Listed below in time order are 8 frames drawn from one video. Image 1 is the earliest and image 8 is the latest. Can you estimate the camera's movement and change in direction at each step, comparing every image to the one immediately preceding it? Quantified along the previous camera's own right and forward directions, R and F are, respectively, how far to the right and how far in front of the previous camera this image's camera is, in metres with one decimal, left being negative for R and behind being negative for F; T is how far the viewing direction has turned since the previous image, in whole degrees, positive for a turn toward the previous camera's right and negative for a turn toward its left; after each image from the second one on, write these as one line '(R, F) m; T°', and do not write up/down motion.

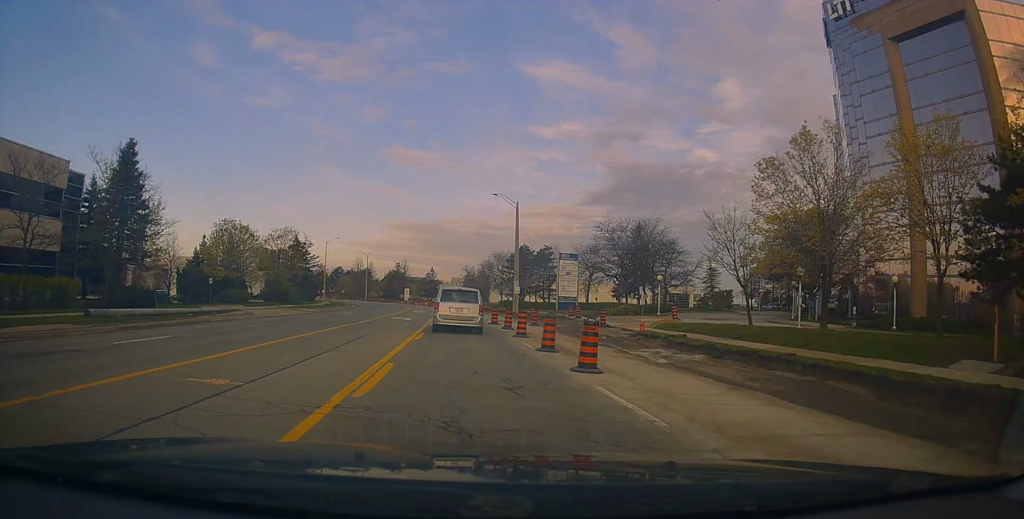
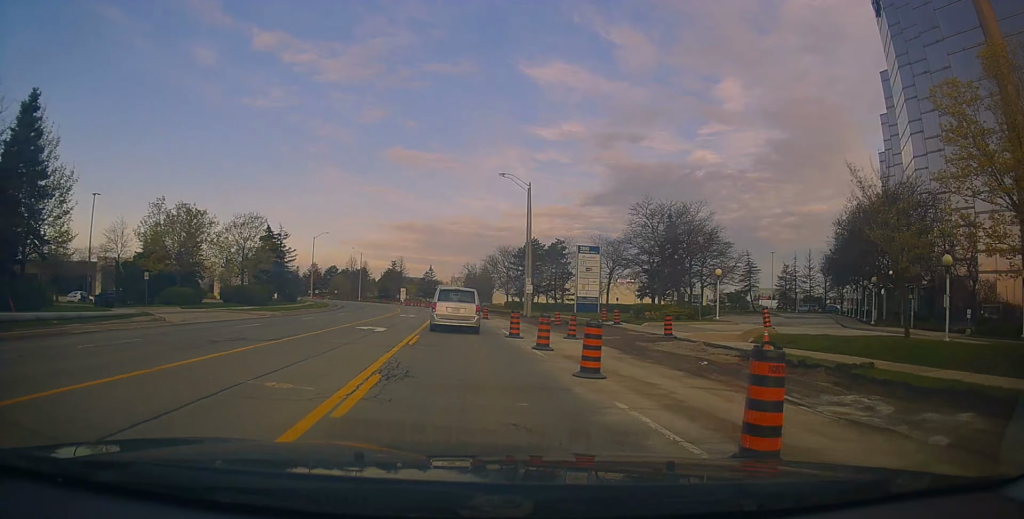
(-0.1, +11.2) m; -2°
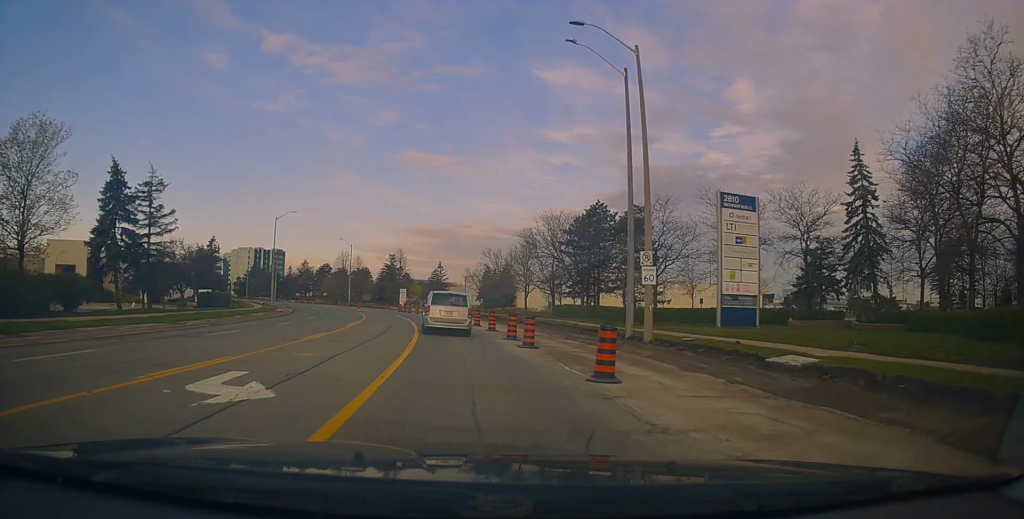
(-1.3, +32.9) m; -2°
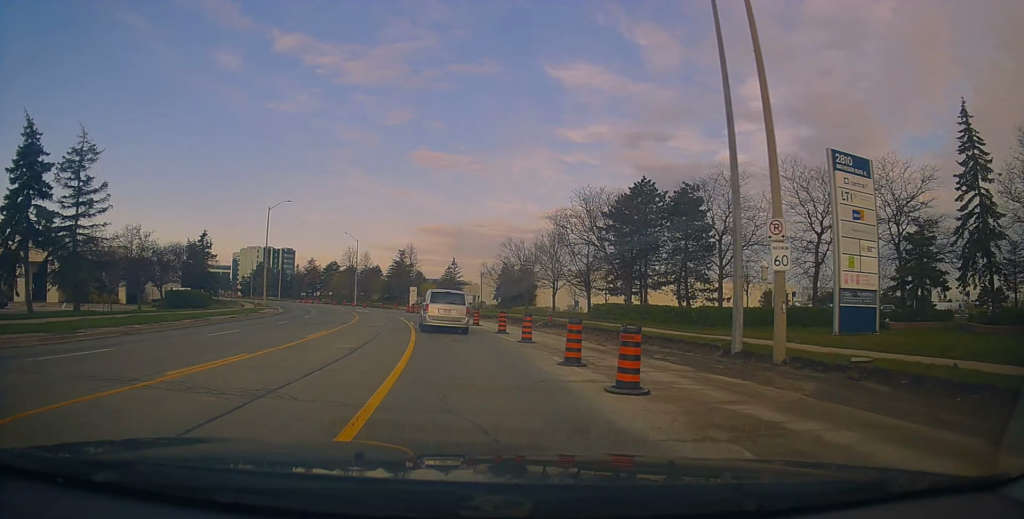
(+0.1, +9.4) m; 0°
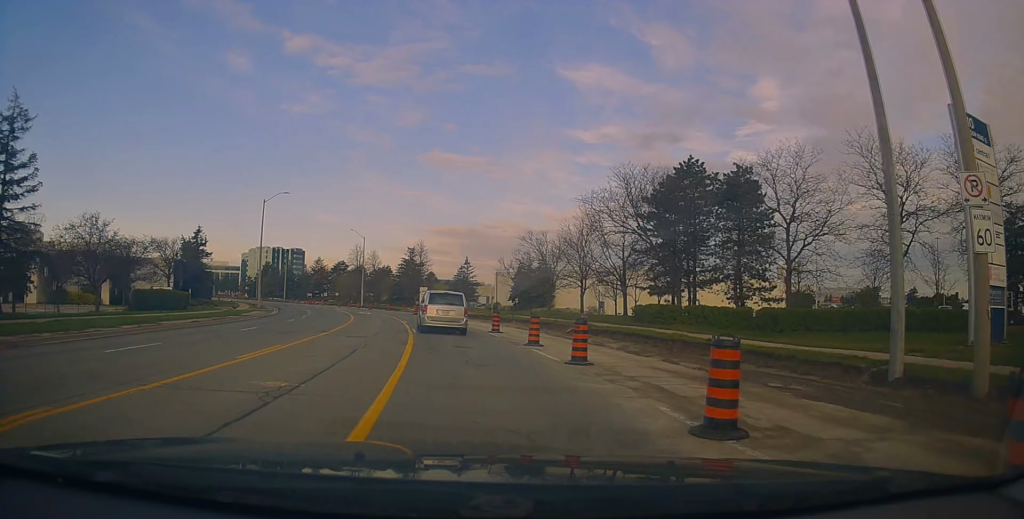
(+0.1, +6.8) m; -1°
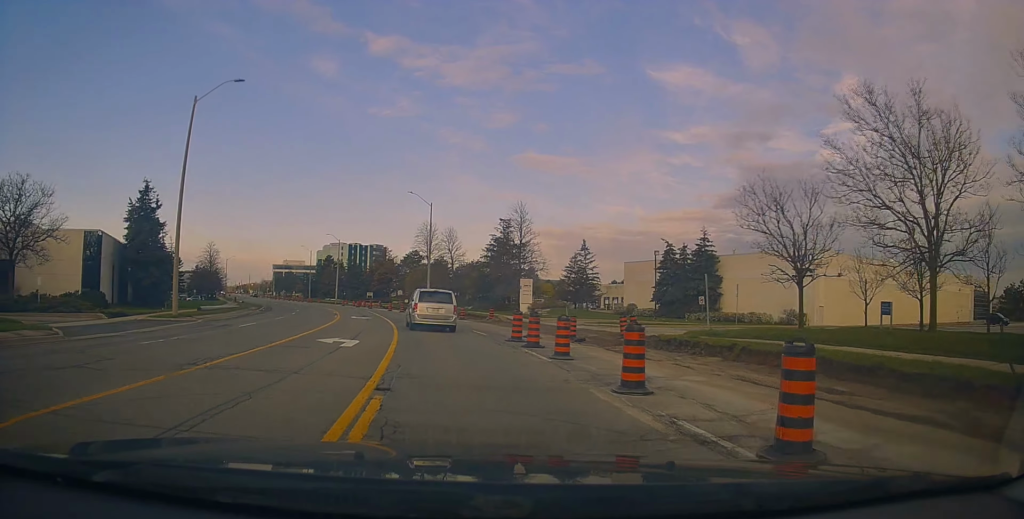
(-3.3, +37.6) m; -11°
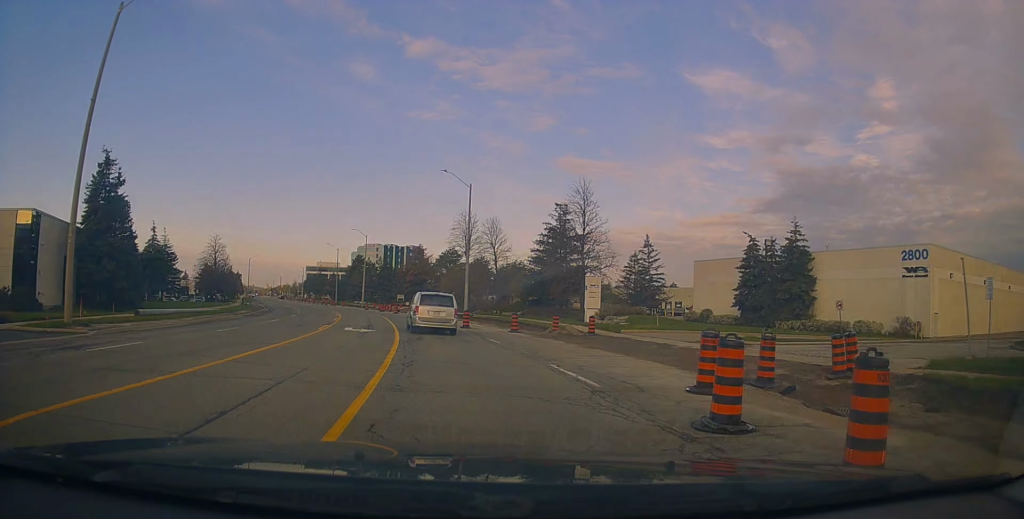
(-0.3, +13.6) m; -3°
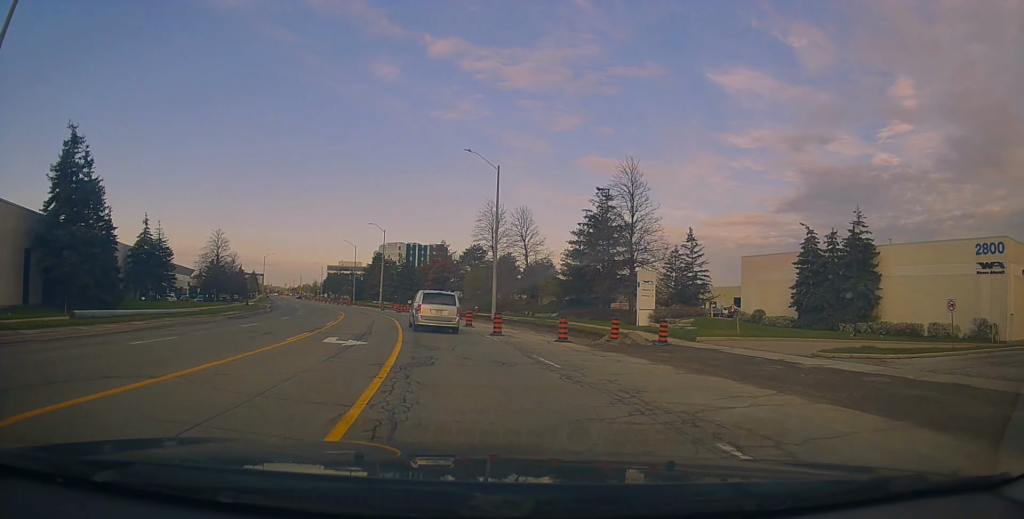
(-0.2, +7.5) m; -2°
